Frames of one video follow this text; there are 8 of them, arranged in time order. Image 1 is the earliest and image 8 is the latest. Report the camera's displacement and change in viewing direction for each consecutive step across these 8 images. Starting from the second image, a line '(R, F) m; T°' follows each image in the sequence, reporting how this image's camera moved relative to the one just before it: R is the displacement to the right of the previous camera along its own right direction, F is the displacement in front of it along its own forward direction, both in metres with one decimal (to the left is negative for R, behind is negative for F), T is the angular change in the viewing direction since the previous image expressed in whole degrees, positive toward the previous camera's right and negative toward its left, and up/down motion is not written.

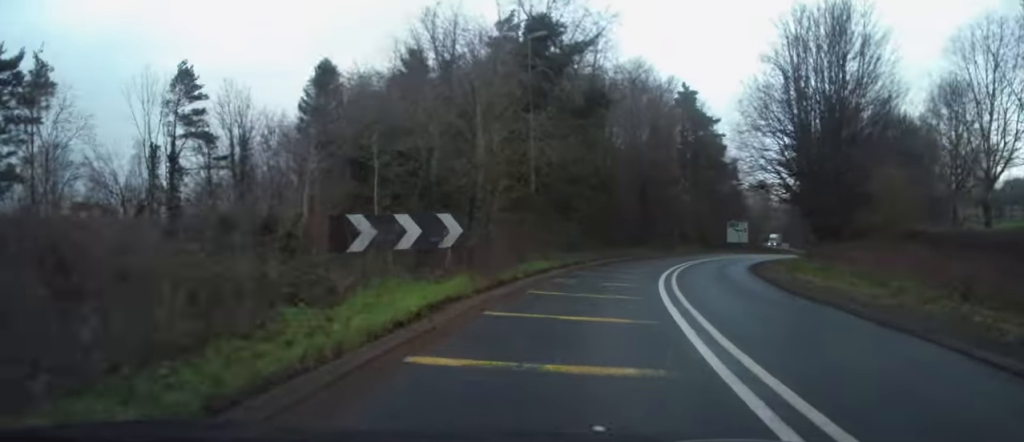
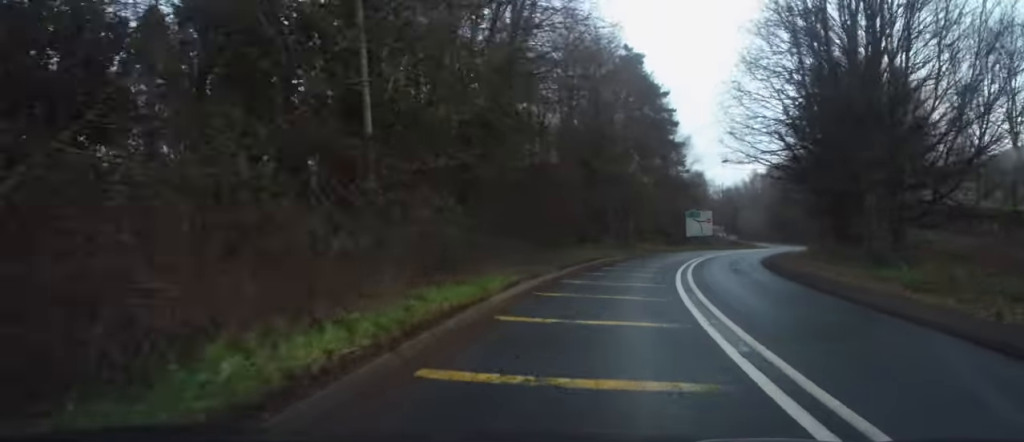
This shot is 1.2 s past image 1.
(+1.0, +16.0) m; +6°
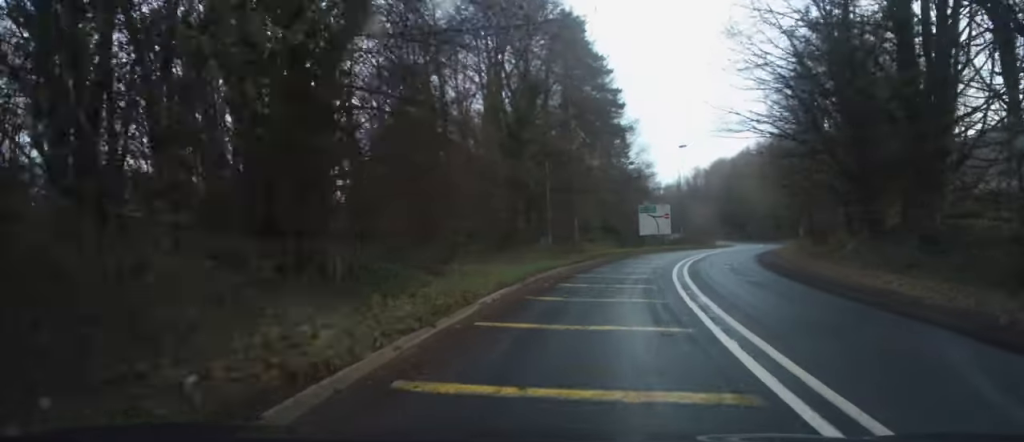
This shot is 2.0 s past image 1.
(+0.4, +11.8) m; +4°
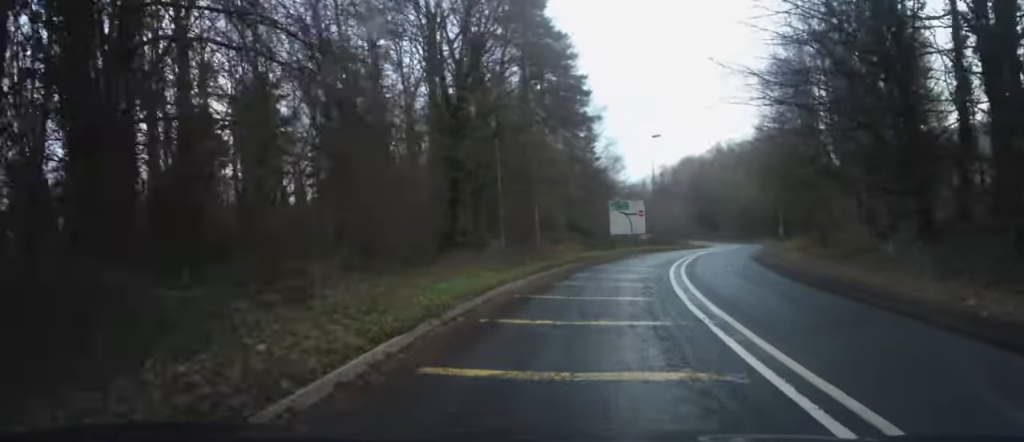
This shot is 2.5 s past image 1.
(0.0, +6.7) m; +2°
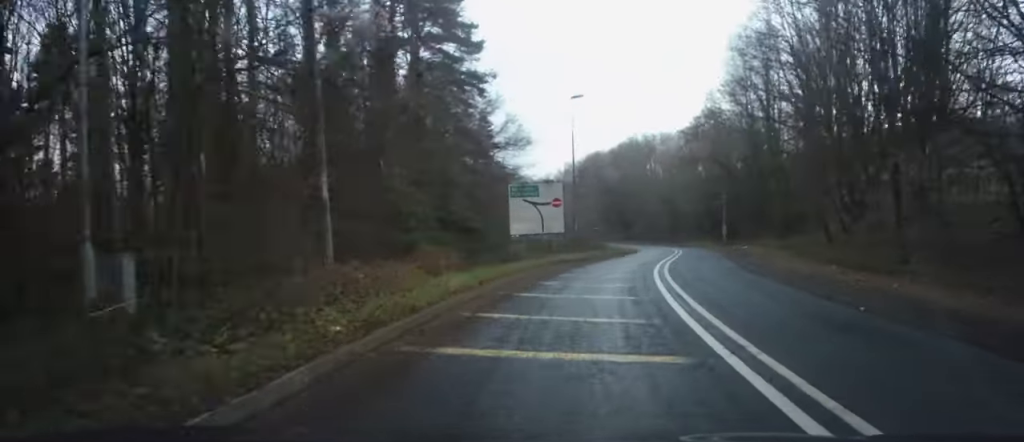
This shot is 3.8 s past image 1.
(+0.9, +16.9) m; +7°
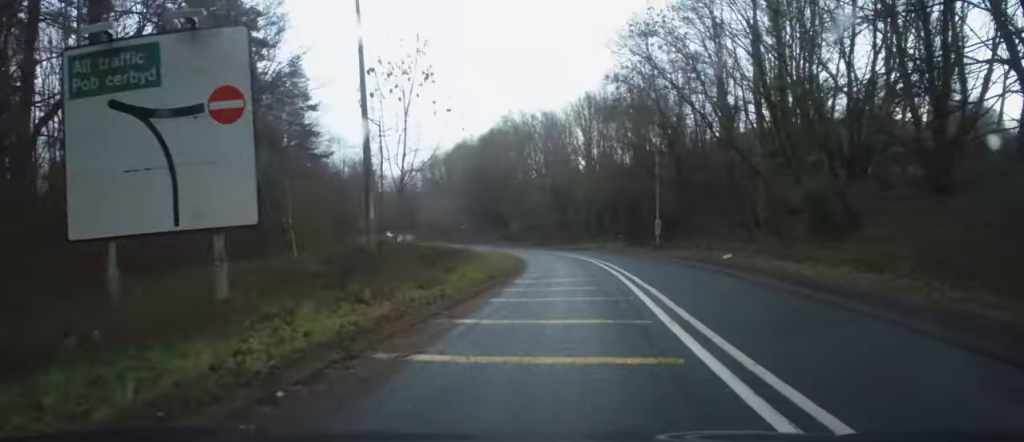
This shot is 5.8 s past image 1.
(+2.6, +24.3) m; +11°
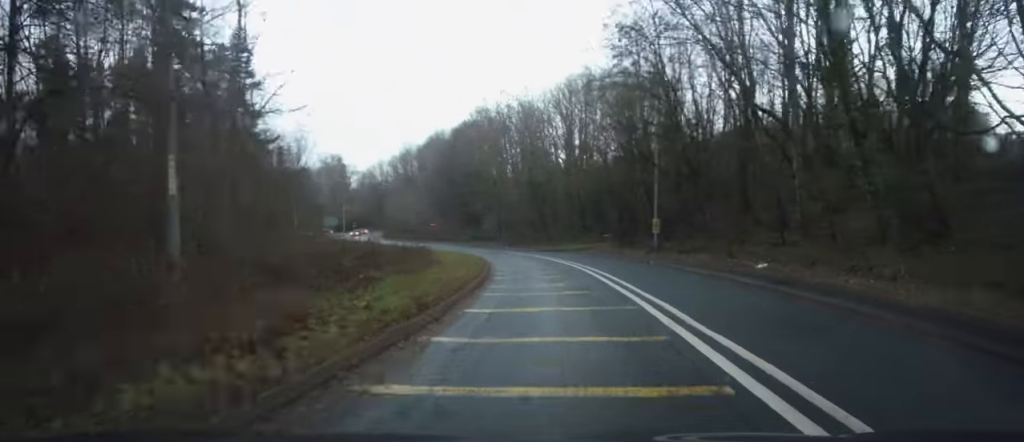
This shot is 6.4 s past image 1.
(+0.2, +7.5) m; +2°
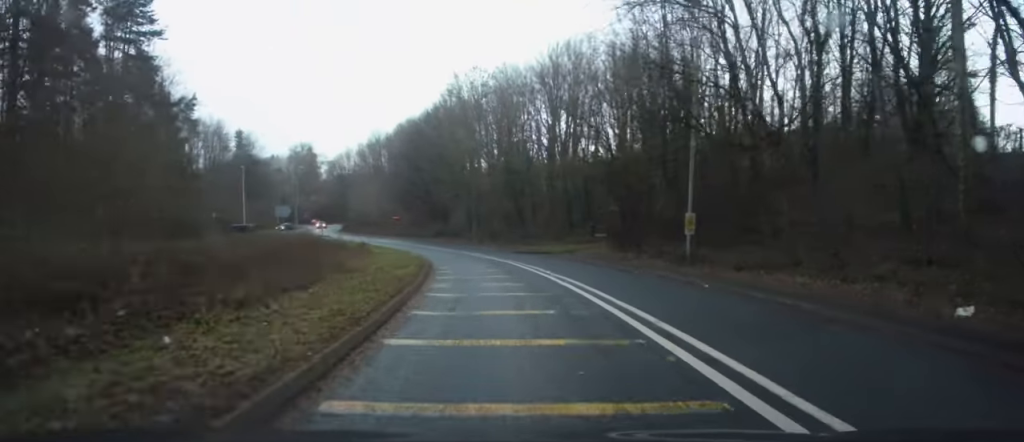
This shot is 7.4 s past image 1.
(+0.3, +12.1) m; +3°
